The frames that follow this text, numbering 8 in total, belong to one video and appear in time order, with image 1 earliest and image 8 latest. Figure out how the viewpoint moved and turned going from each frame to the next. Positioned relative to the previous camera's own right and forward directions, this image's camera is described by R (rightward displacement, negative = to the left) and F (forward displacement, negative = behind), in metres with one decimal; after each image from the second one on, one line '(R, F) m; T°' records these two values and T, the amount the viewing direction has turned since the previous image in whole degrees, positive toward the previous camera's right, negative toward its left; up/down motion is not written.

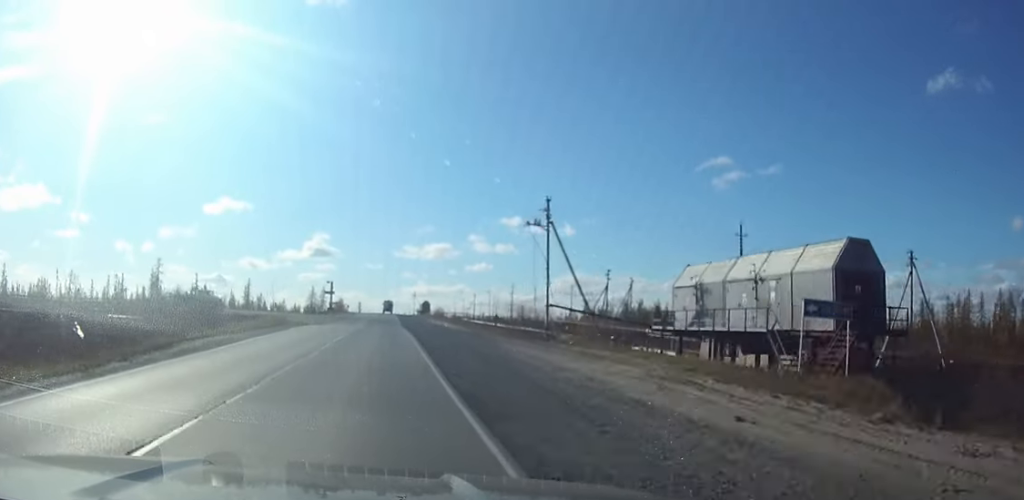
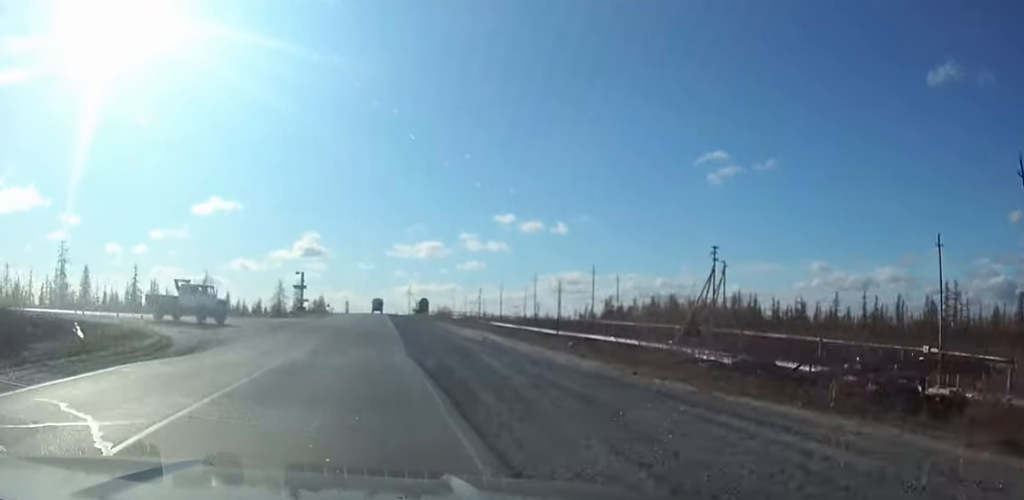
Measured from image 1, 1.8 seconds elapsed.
(0.0, +39.7) m; 0°
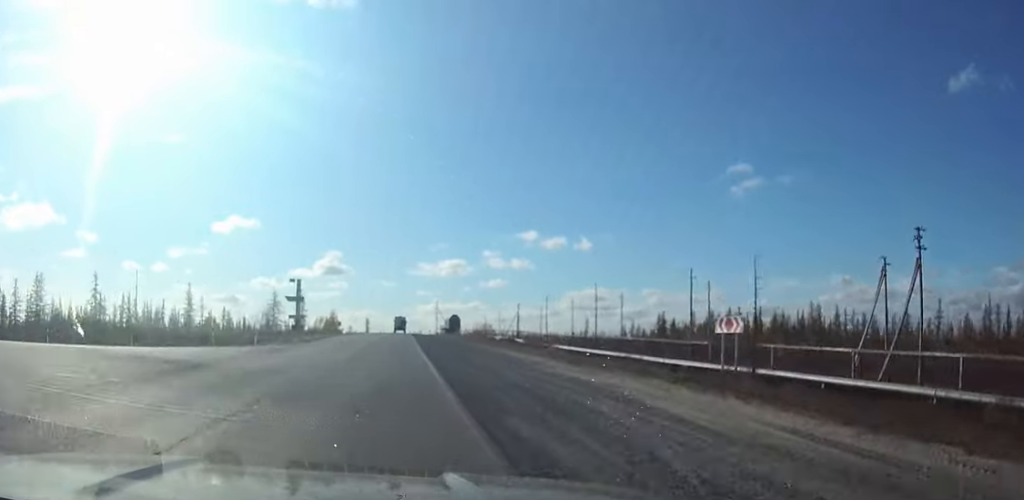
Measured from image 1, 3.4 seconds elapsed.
(-0.3, +32.1) m; -1°
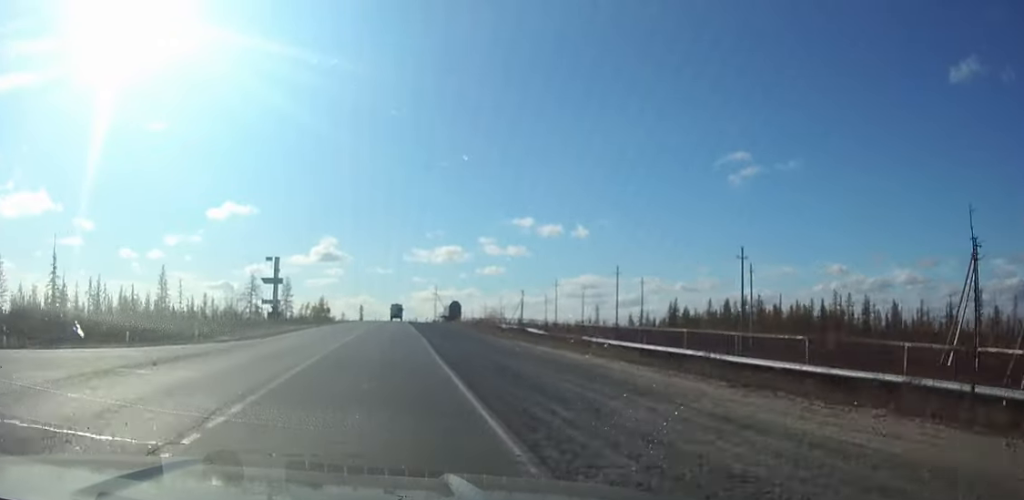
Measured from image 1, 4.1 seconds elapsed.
(0.0, +13.9) m; 0°
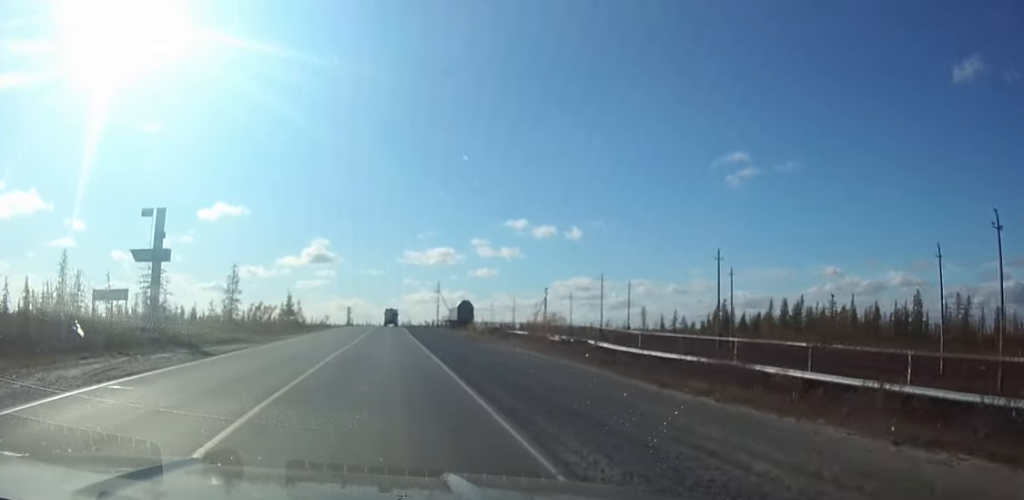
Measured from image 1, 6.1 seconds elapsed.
(+0.2, +37.2) m; 0°
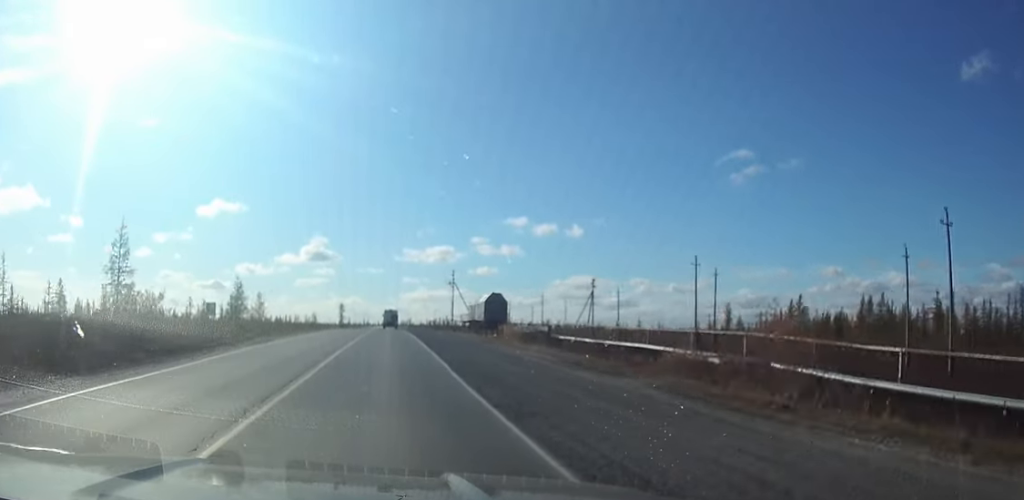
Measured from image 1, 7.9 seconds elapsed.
(0.0, +36.3) m; 0°
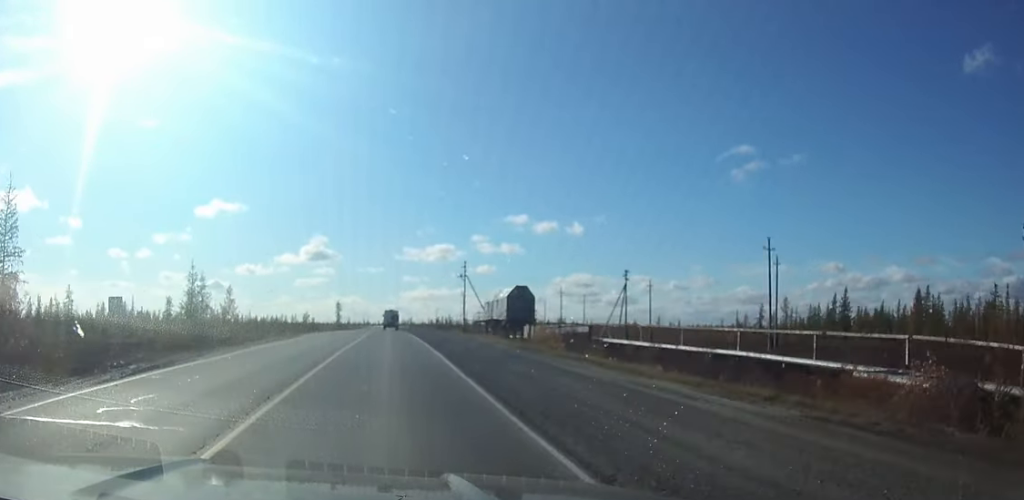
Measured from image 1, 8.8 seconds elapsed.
(0.0, +16.2) m; 0°
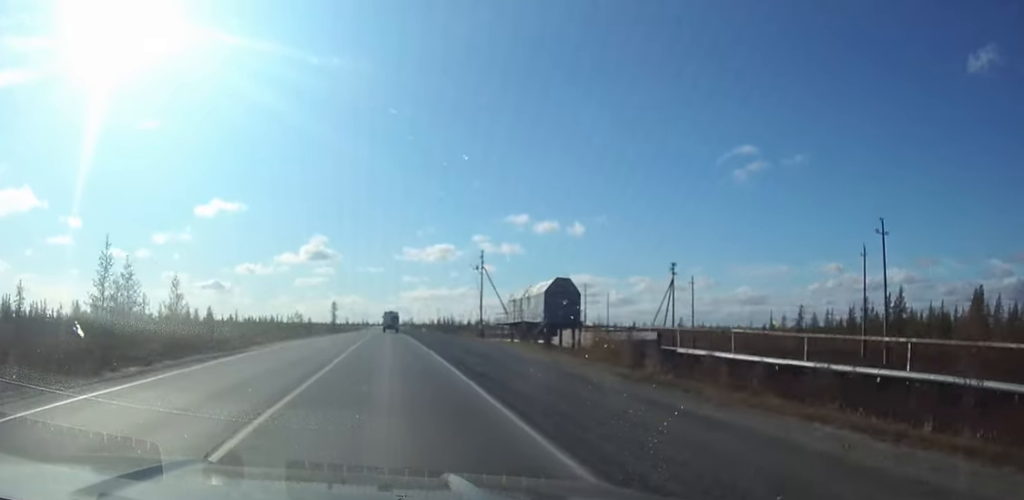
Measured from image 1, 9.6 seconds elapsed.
(0.0, +16.7) m; 0°
